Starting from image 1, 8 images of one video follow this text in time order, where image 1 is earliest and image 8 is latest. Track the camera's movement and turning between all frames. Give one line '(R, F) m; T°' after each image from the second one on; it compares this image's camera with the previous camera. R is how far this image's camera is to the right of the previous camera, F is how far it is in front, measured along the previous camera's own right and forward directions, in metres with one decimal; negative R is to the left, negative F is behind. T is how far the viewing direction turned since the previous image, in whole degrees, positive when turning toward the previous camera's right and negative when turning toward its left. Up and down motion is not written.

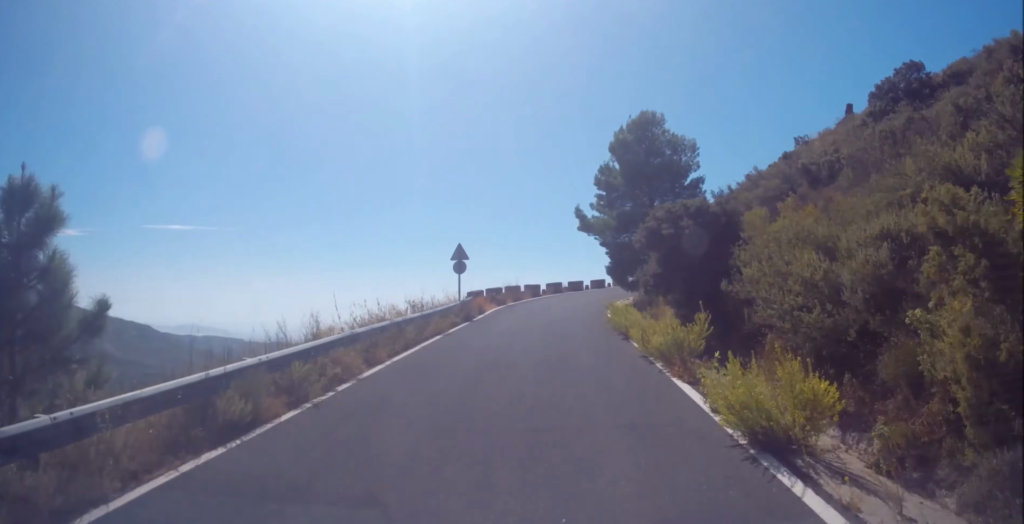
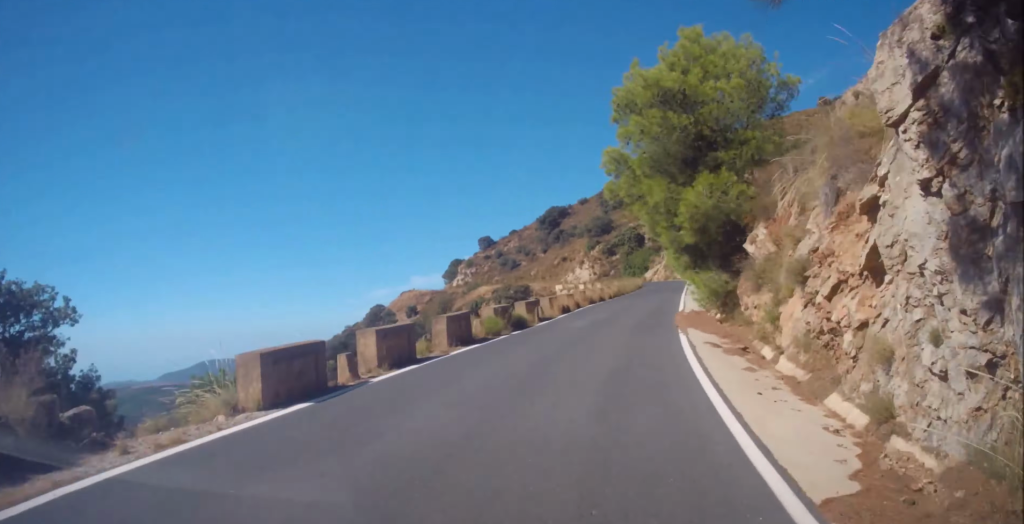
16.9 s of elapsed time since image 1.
(+77.4, +134.4) m; +56°
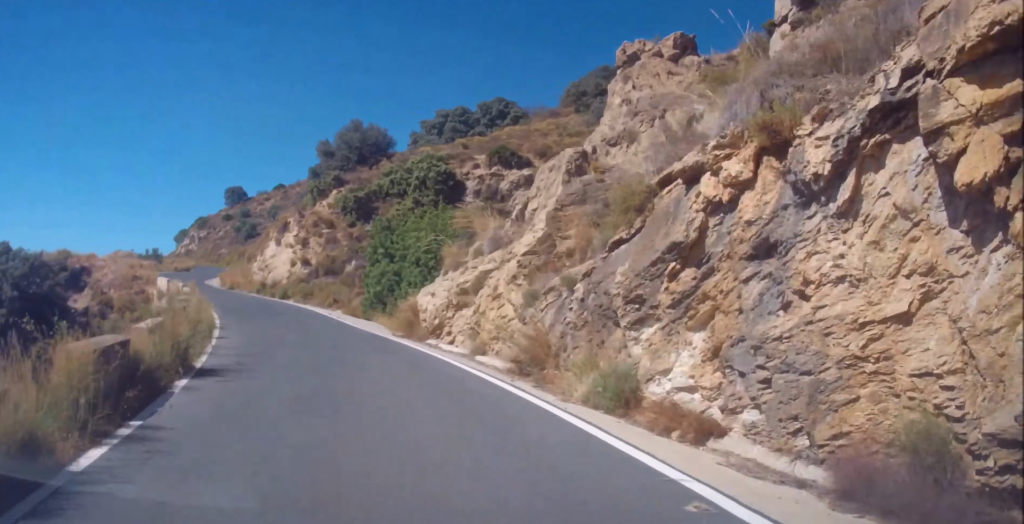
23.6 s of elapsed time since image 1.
(+6.0, +74.8) m; -4°
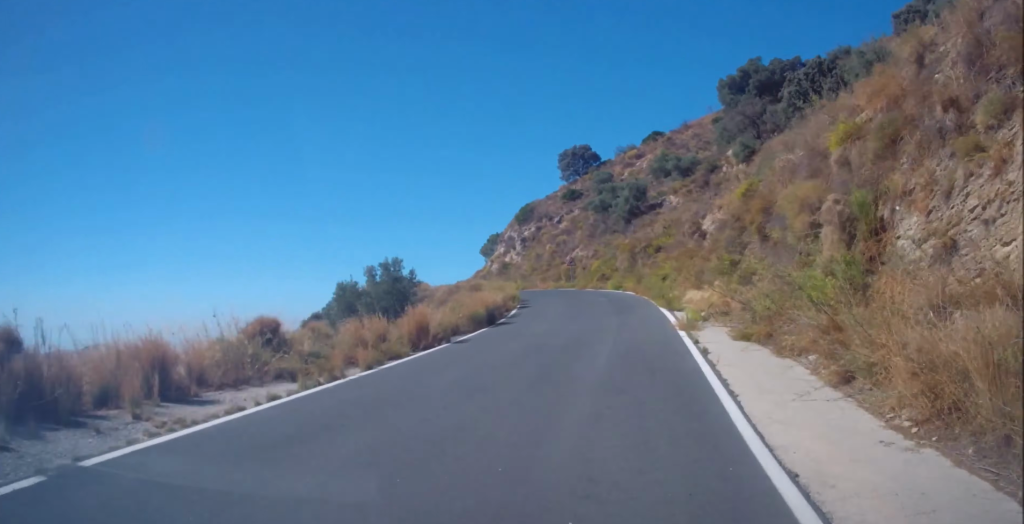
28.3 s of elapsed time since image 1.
(-8.9, +54.0) m; -9°
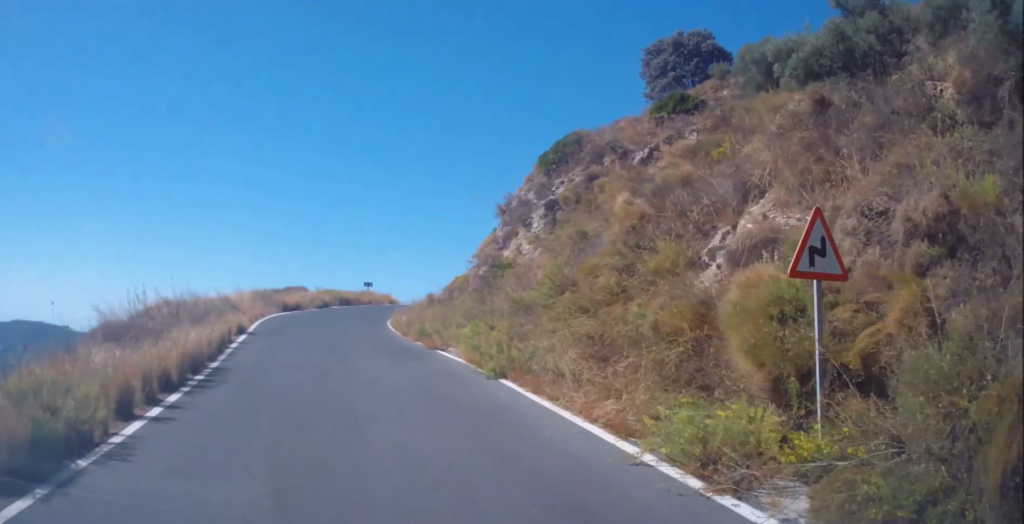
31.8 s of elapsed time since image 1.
(-0.1, +39.5) m; +14°
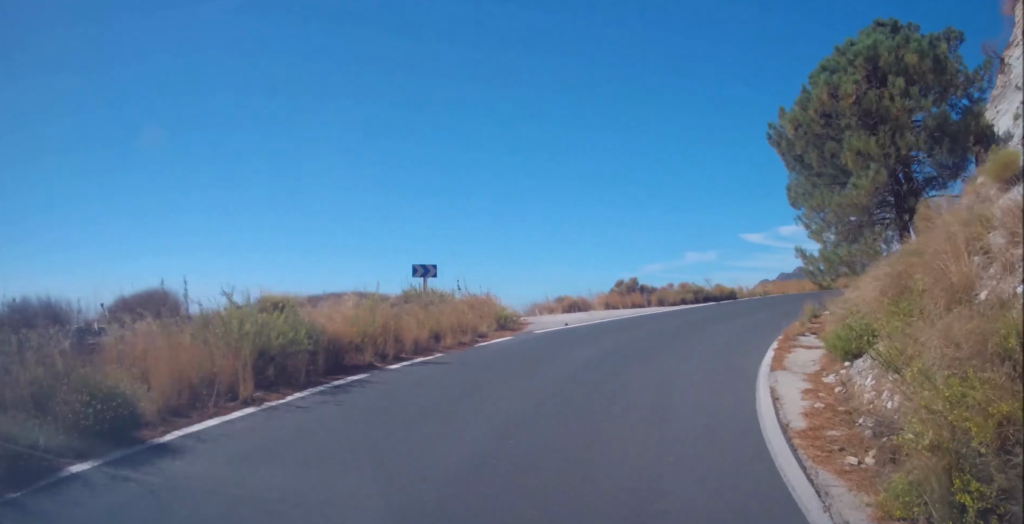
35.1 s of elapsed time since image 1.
(-9.4, +37.0) m; +15°
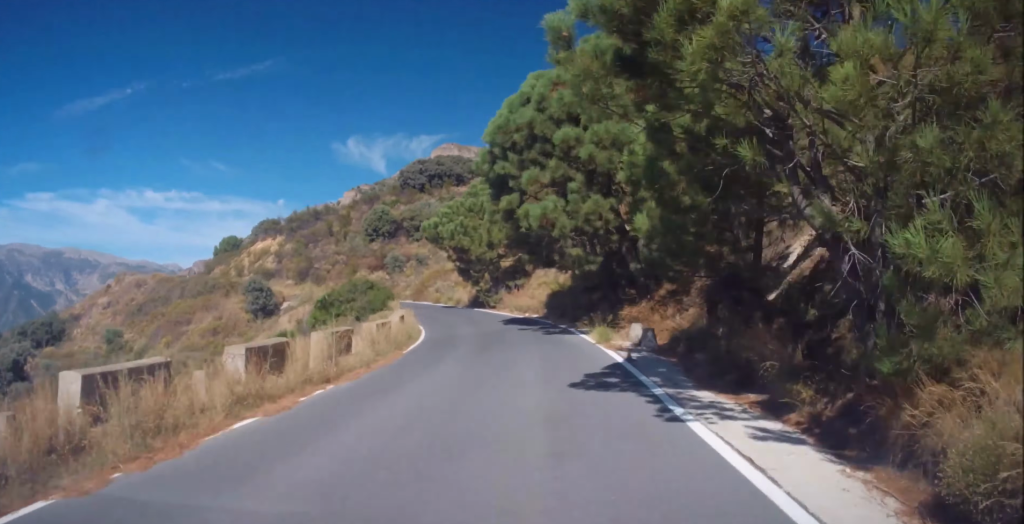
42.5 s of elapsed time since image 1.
(+40.4, +66.9) m; +22°
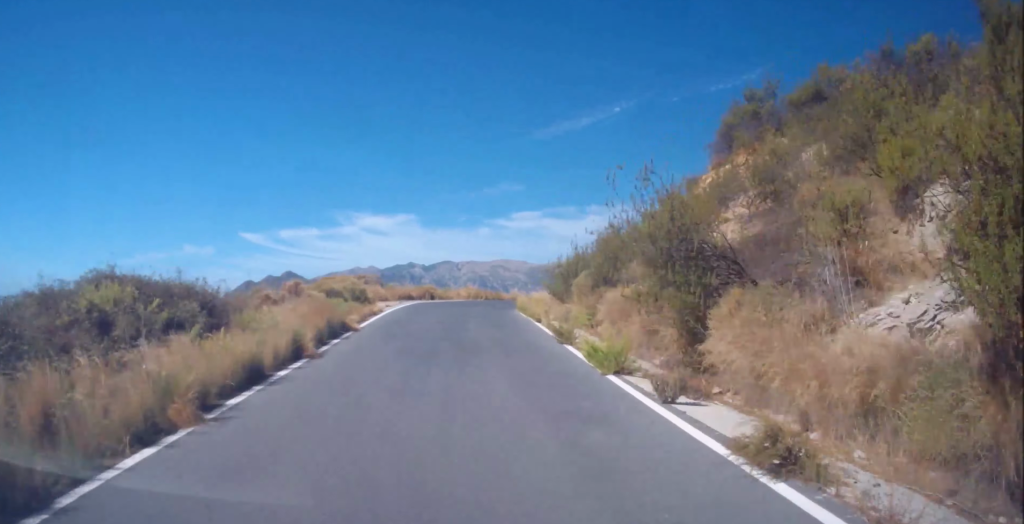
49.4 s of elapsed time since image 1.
(-15.1, +73.3) m; +1°
